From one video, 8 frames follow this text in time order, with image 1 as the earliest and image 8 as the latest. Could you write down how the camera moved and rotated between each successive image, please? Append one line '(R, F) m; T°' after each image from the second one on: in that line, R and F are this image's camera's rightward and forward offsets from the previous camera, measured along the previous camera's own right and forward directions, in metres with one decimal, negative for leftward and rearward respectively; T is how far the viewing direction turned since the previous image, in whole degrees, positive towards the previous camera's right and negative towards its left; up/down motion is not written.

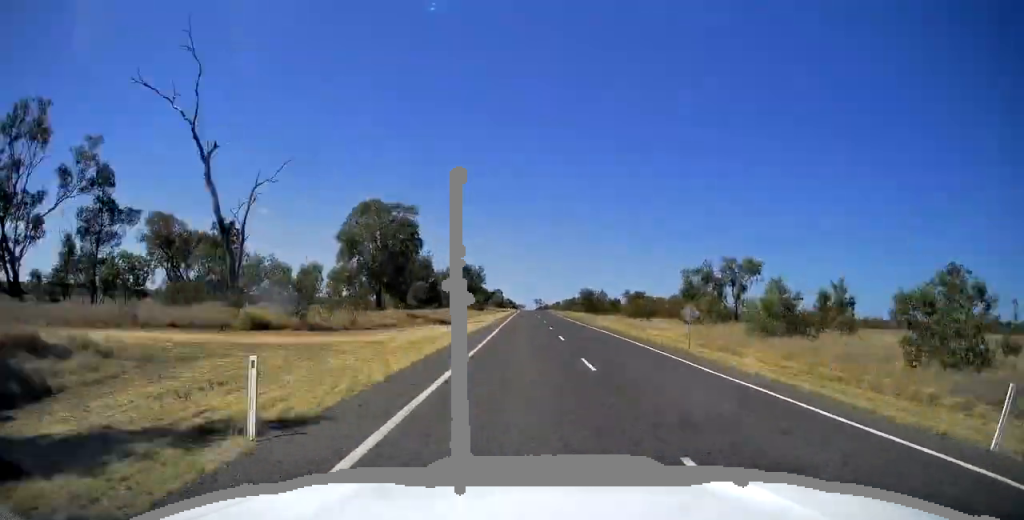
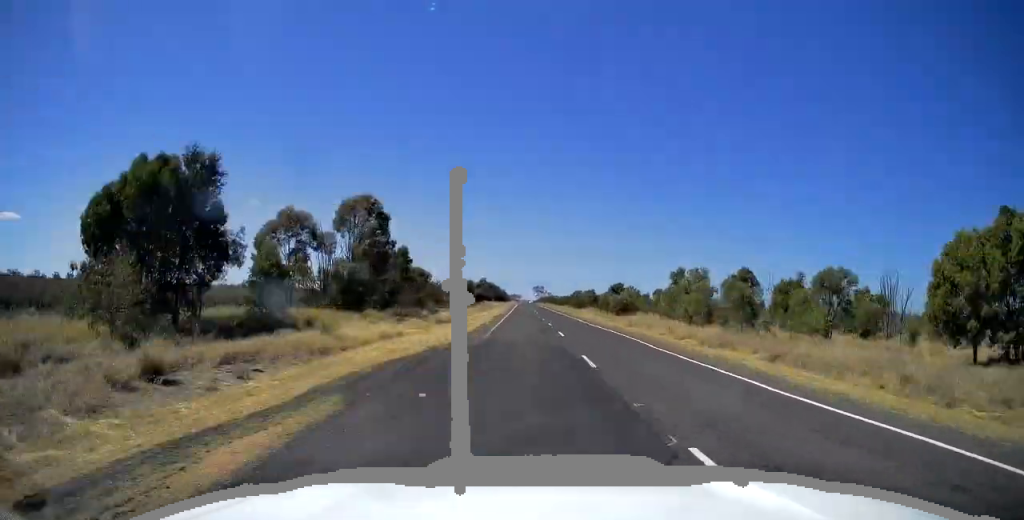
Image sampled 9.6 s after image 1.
(+0.3, +271.6) m; 0°
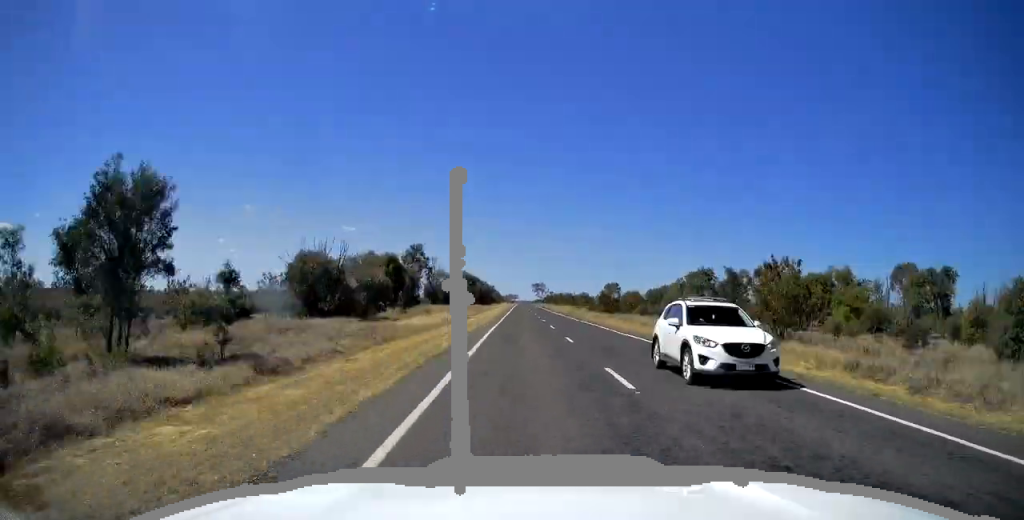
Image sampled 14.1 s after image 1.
(+0.4, +126.8) m; 0°
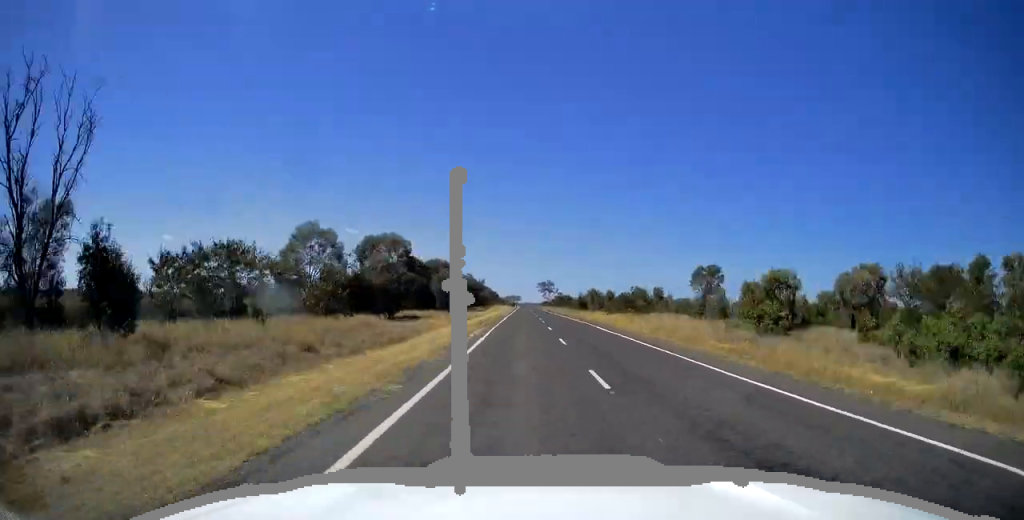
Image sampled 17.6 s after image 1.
(-0.1, +99.7) m; 0°
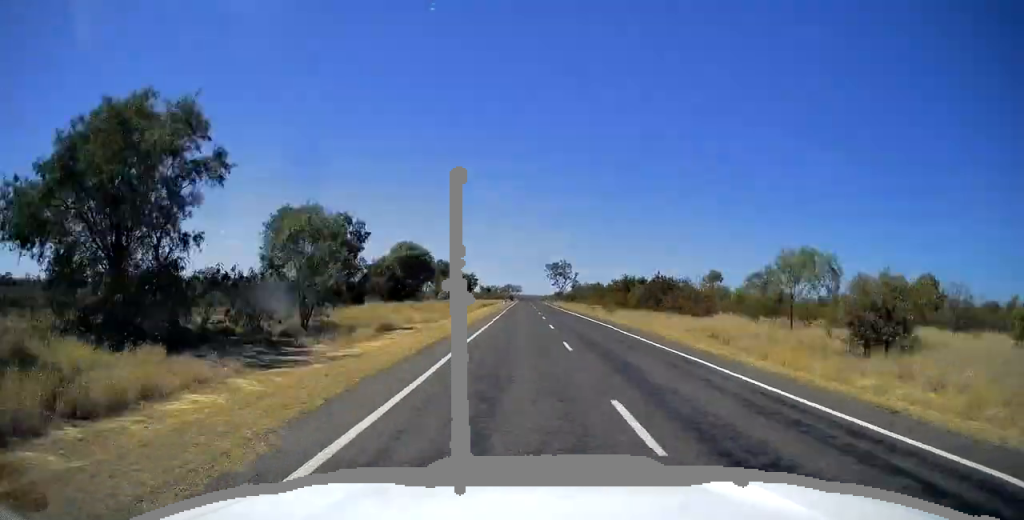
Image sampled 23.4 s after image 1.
(-0.1, +163.1) m; 0°
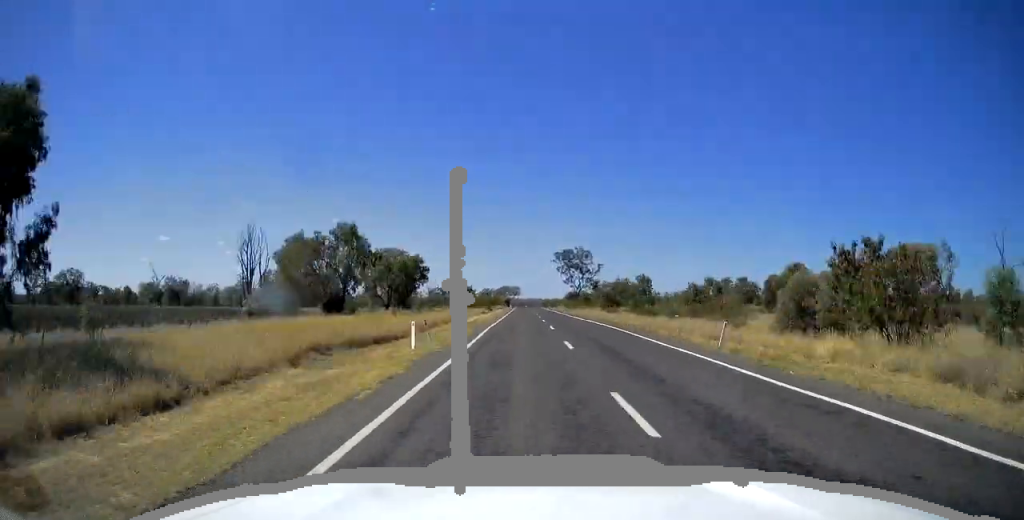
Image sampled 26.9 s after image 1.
(+0.2, +99.6) m; 0°
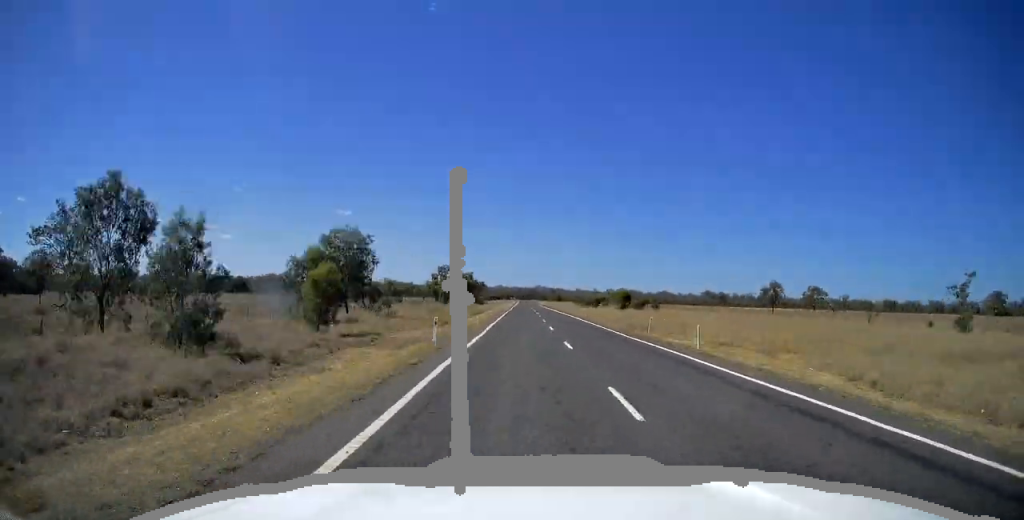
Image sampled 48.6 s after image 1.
(-0.2, +615.8) m; 0°
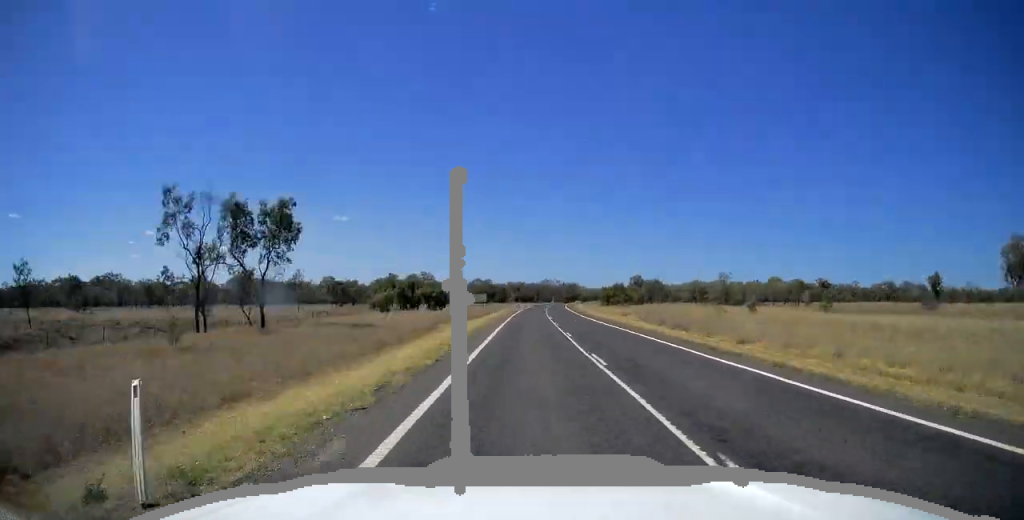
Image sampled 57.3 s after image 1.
(+2.2, +244.1) m; +3°
